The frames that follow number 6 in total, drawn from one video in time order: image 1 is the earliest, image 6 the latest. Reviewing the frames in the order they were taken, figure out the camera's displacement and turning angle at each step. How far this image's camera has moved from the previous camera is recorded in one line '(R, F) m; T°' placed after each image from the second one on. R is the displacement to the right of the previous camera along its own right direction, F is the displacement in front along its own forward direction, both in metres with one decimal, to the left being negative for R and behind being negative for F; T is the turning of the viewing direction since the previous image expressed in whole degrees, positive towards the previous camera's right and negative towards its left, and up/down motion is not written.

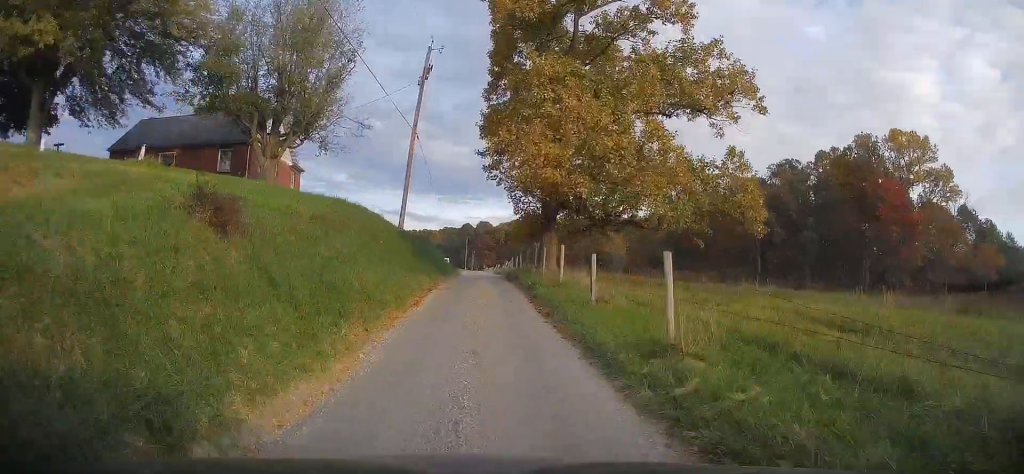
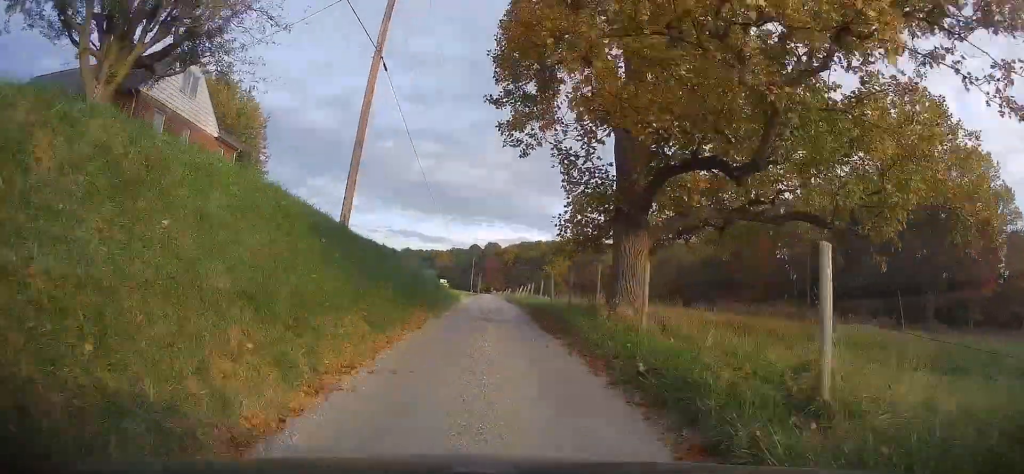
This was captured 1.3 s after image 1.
(-0.1, +15.2) m; 0°
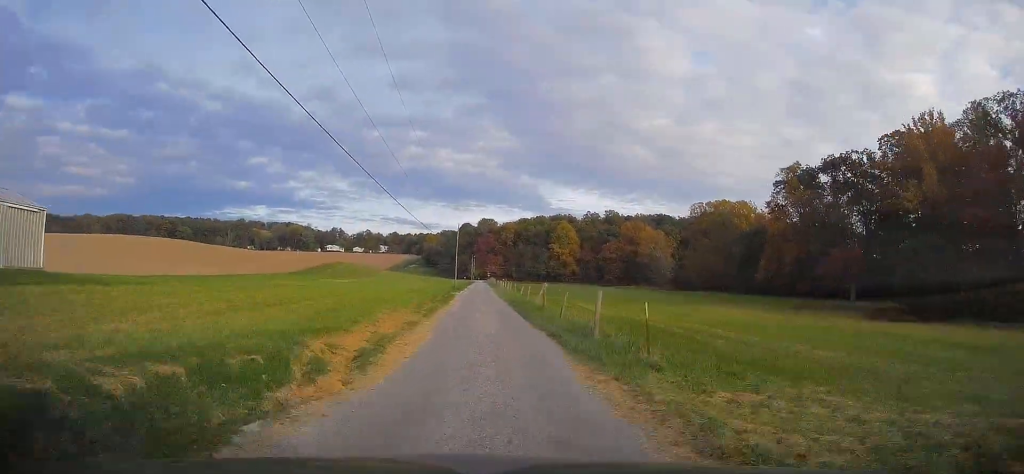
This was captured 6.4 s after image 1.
(+0.1, +60.5) m; 0°
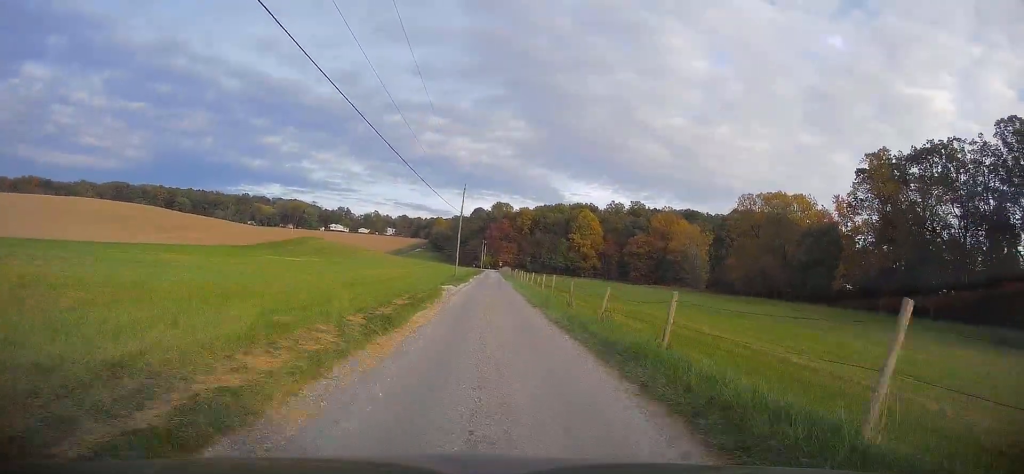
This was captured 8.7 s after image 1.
(+0.1, +26.0) m; -1°
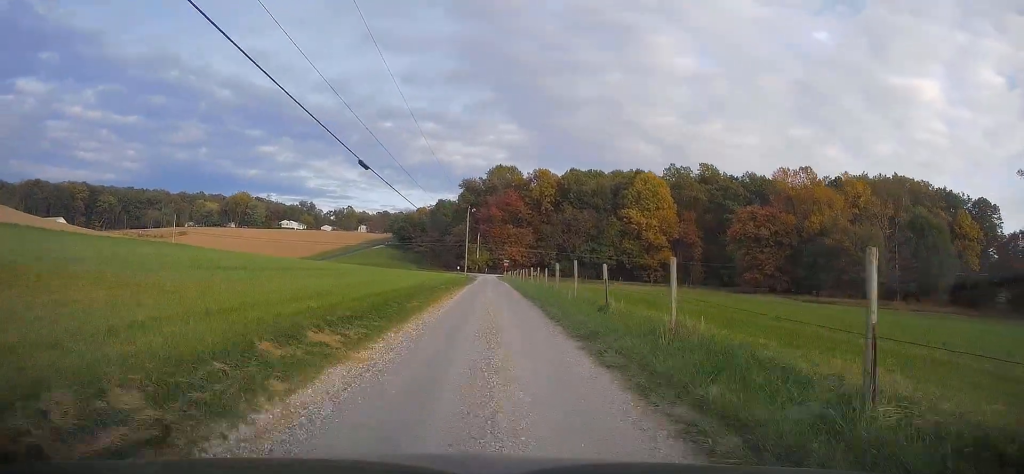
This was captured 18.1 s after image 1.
(-0.4, +102.7) m; -1°
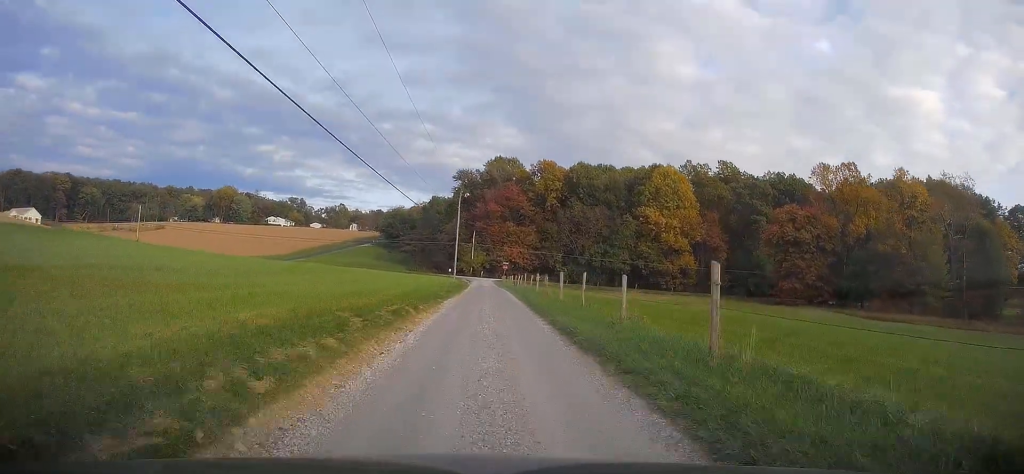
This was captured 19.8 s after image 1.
(-0.1, +18.2) m; 0°
